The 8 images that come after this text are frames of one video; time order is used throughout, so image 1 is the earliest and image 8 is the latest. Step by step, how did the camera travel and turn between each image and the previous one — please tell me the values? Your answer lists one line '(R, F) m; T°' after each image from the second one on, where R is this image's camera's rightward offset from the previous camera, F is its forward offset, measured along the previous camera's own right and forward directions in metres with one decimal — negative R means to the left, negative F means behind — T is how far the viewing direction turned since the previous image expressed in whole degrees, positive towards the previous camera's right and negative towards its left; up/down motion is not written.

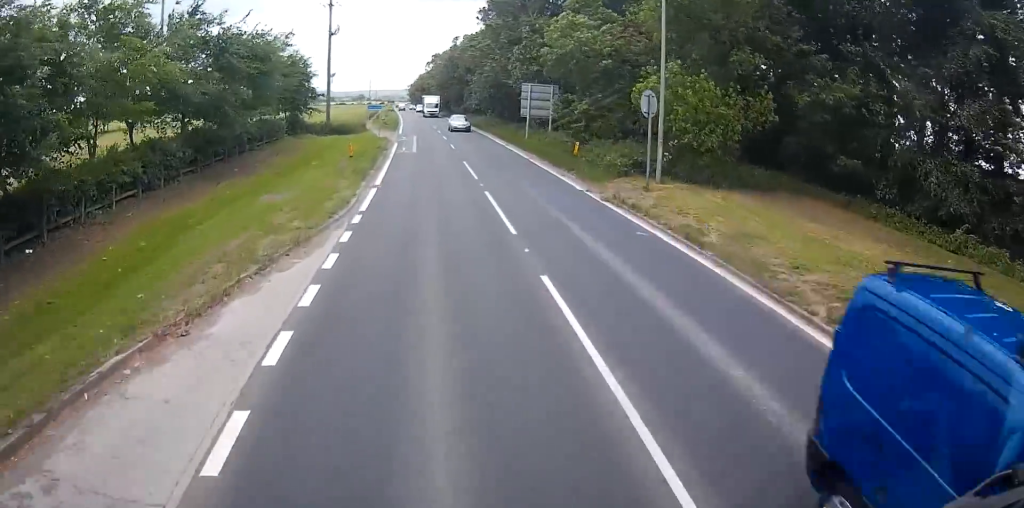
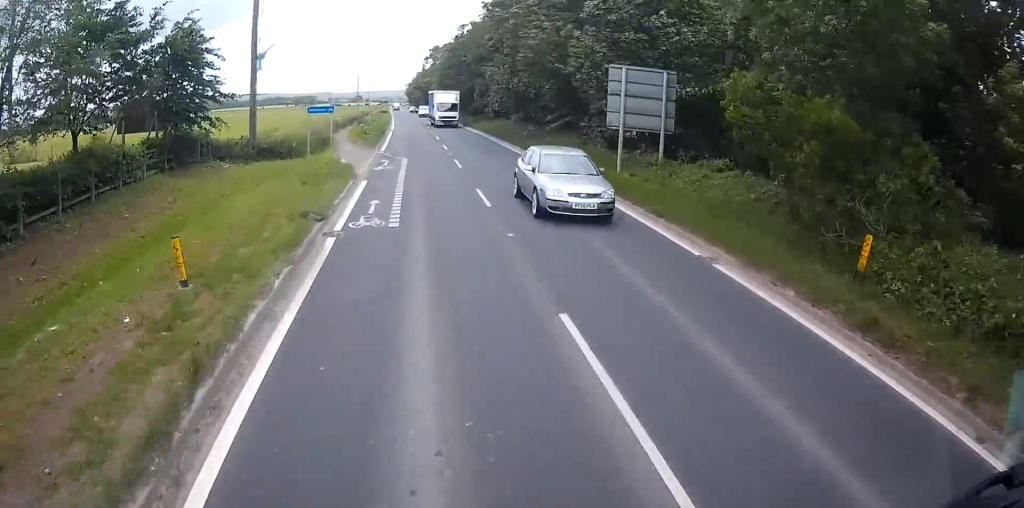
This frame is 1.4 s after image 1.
(+0.1, +19.4) m; +1°
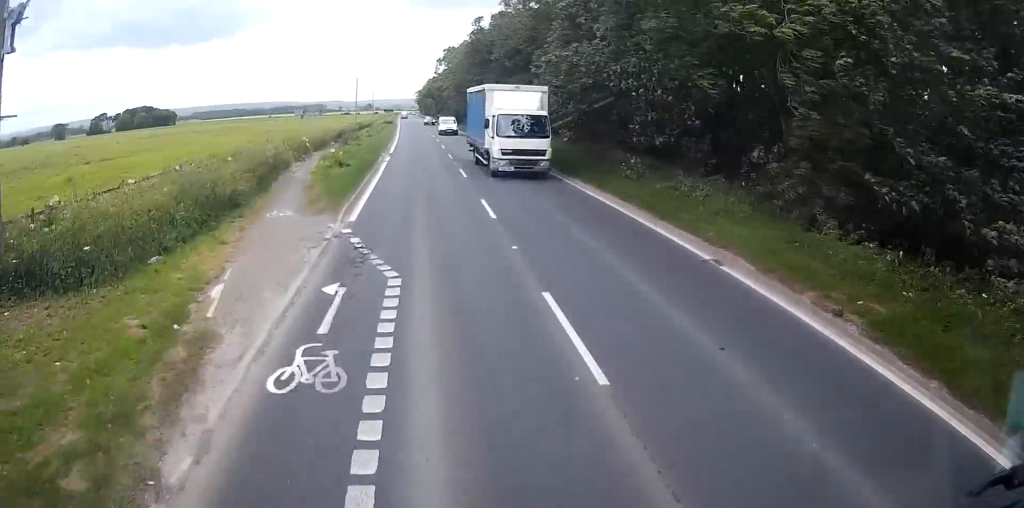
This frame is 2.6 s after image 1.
(+0.1, +18.3) m; 0°
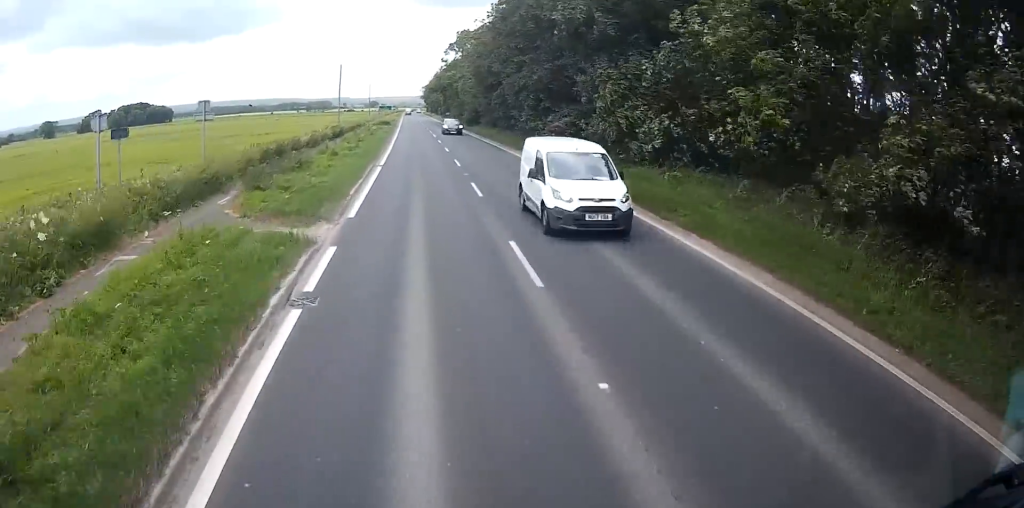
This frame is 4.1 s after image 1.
(-0.2, +23.9) m; -1°
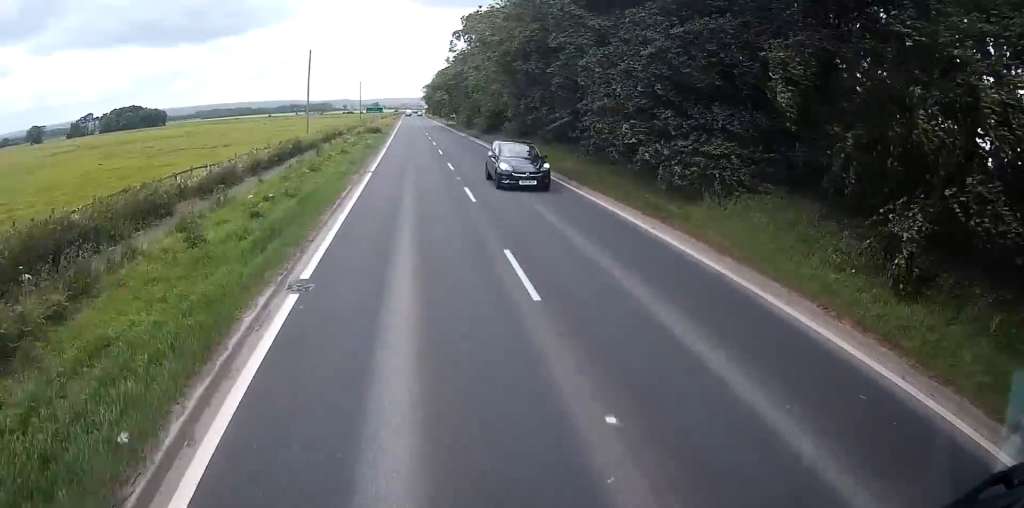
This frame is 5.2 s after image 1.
(0.0, +18.4) m; 0°
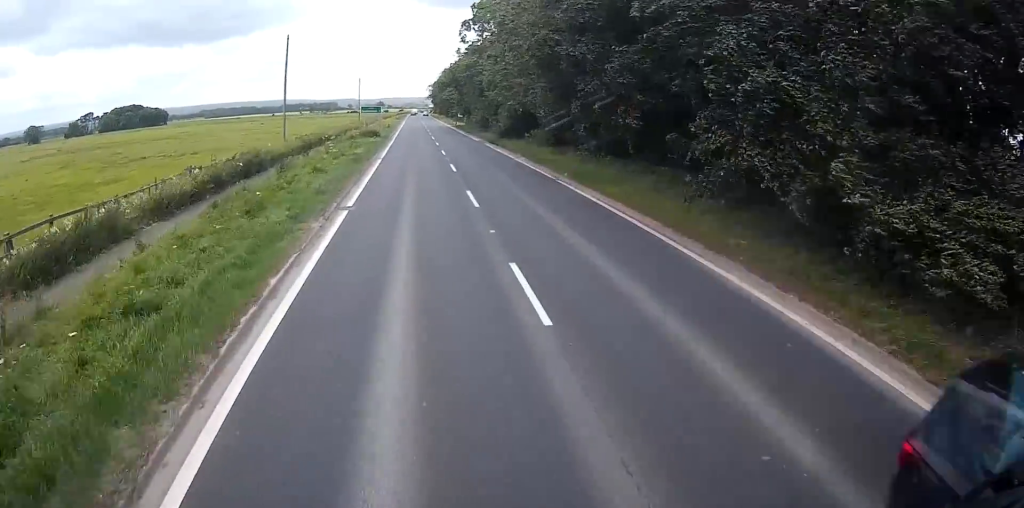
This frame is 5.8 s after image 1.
(0.0, +10.0) m; 0°
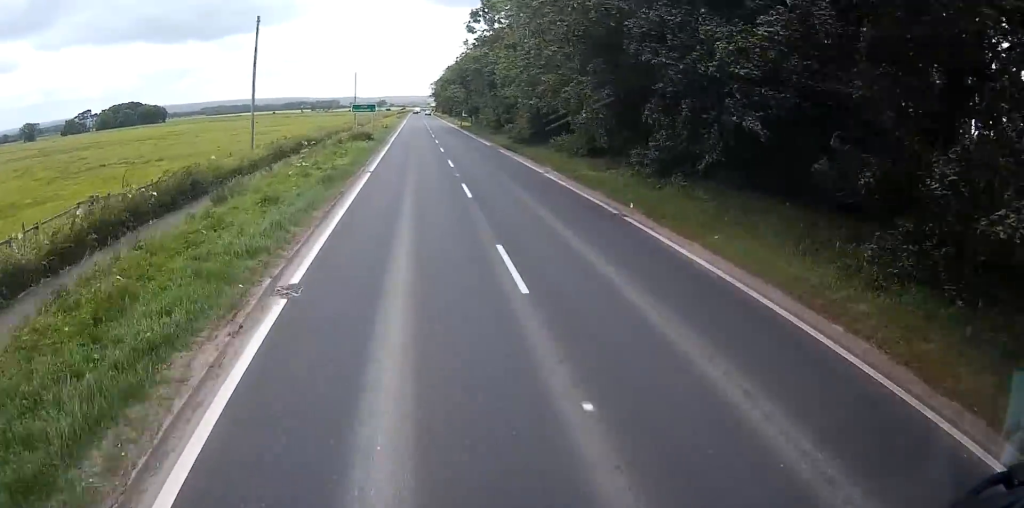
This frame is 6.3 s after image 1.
(0.0, +7.8) m; 0°
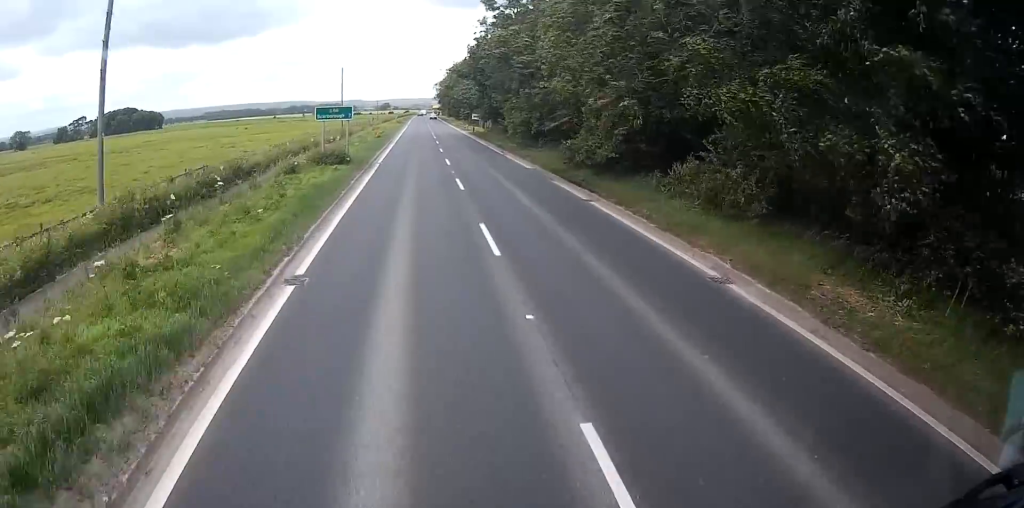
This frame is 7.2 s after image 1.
(-0.1, +15.9) m; -1°
